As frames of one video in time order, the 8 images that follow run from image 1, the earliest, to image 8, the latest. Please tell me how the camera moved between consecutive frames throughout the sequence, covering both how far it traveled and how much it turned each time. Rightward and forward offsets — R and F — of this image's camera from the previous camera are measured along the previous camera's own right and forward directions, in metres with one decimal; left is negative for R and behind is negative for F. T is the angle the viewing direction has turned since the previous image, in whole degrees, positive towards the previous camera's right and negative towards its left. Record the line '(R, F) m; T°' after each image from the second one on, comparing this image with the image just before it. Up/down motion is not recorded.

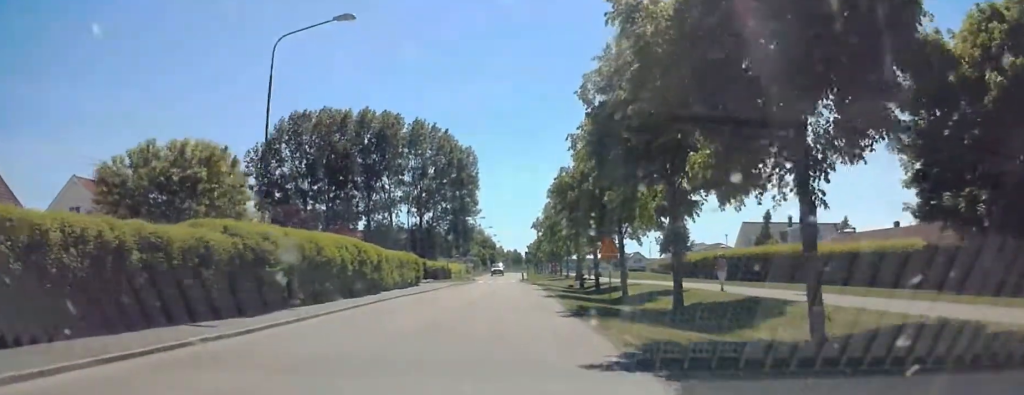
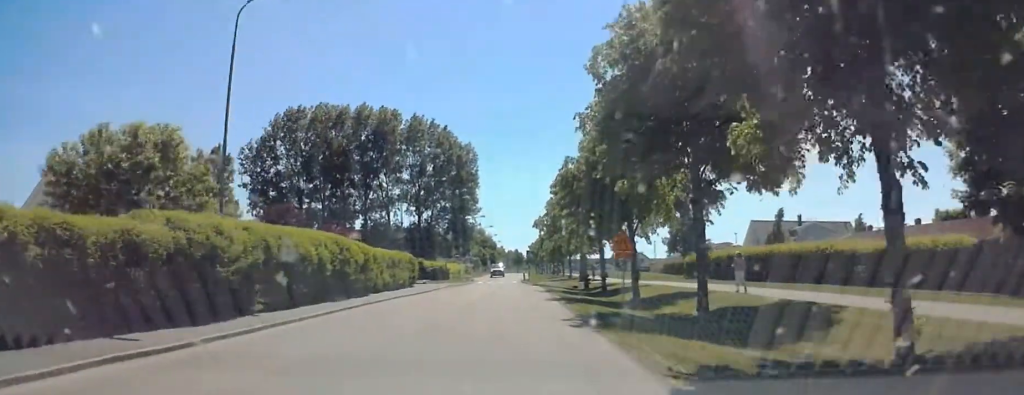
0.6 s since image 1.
(0.0, +3.3) m; -1°
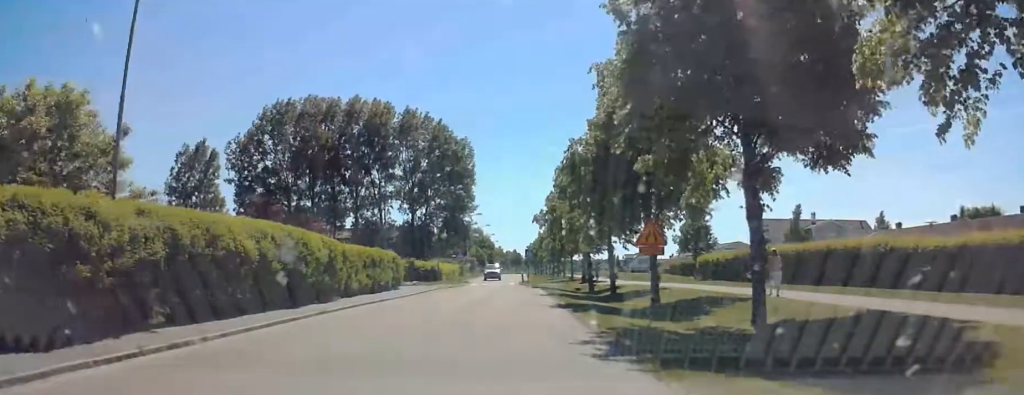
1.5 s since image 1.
(-0.2, +5.3) m; 0°
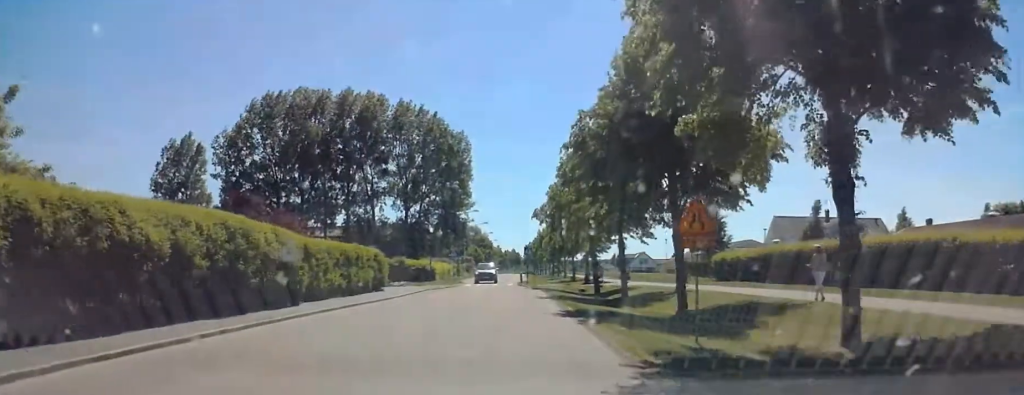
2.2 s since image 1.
(+0.2, +4.8) m; +2°
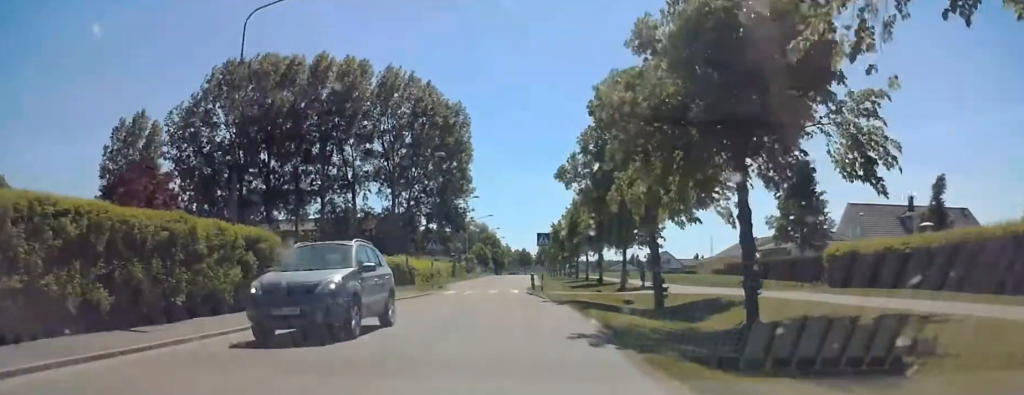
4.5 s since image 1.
(+0.1, +18.1) m; -1°
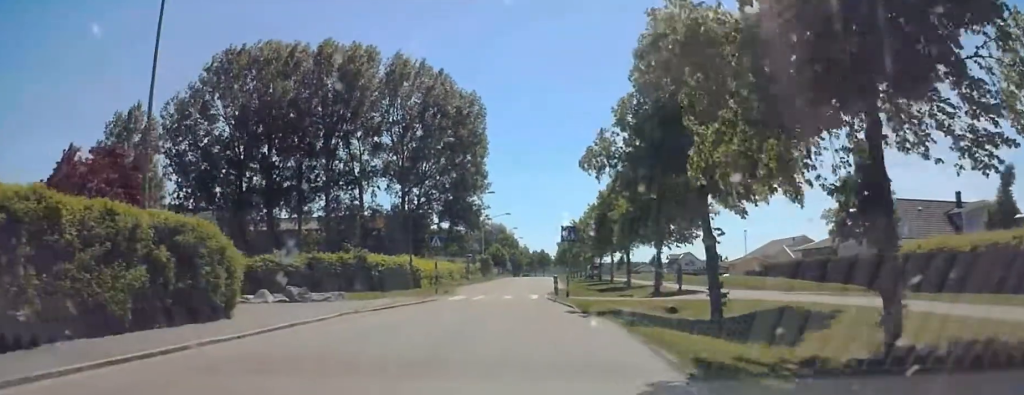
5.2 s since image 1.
(-0.2, +6.0) m; 0°
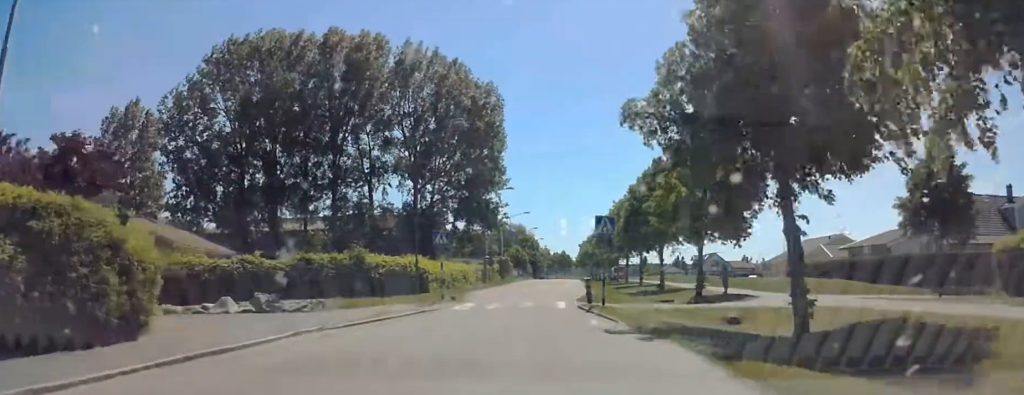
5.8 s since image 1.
(+0.1, +5.7) m; 0°
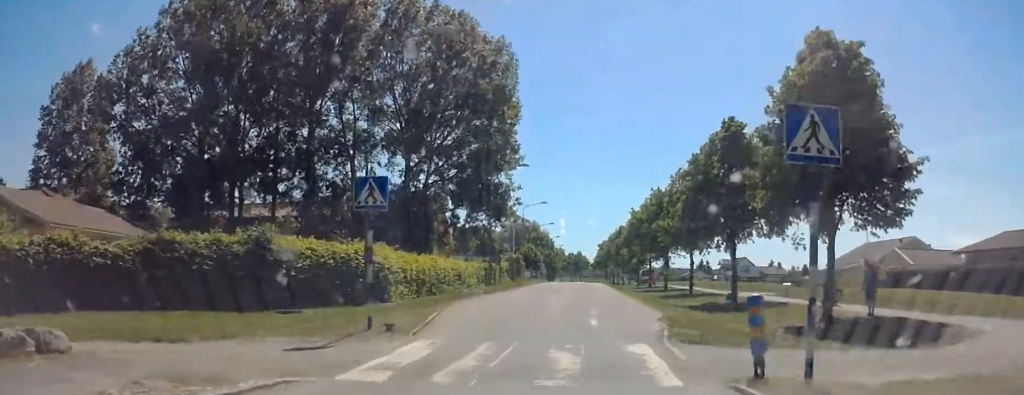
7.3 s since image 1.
(-0.1, +14.5) m; 0°
